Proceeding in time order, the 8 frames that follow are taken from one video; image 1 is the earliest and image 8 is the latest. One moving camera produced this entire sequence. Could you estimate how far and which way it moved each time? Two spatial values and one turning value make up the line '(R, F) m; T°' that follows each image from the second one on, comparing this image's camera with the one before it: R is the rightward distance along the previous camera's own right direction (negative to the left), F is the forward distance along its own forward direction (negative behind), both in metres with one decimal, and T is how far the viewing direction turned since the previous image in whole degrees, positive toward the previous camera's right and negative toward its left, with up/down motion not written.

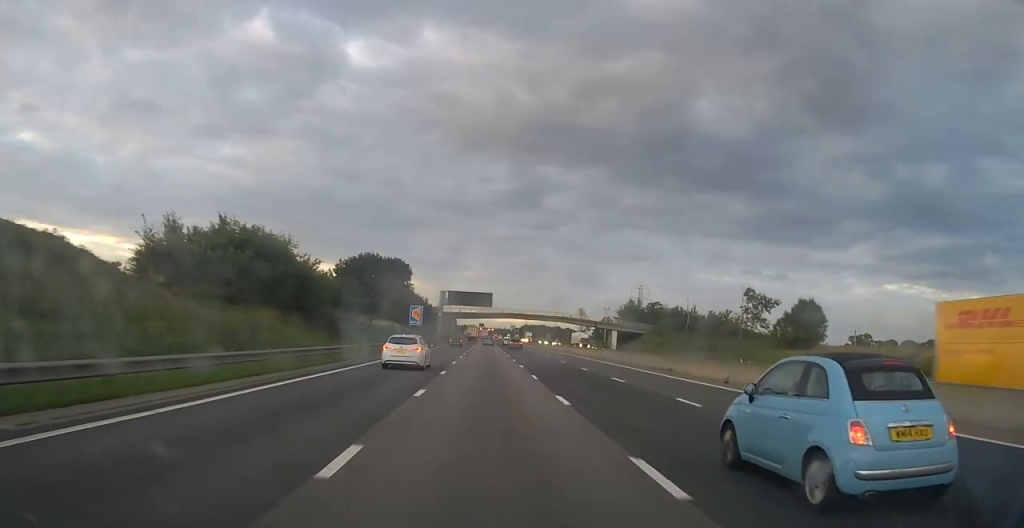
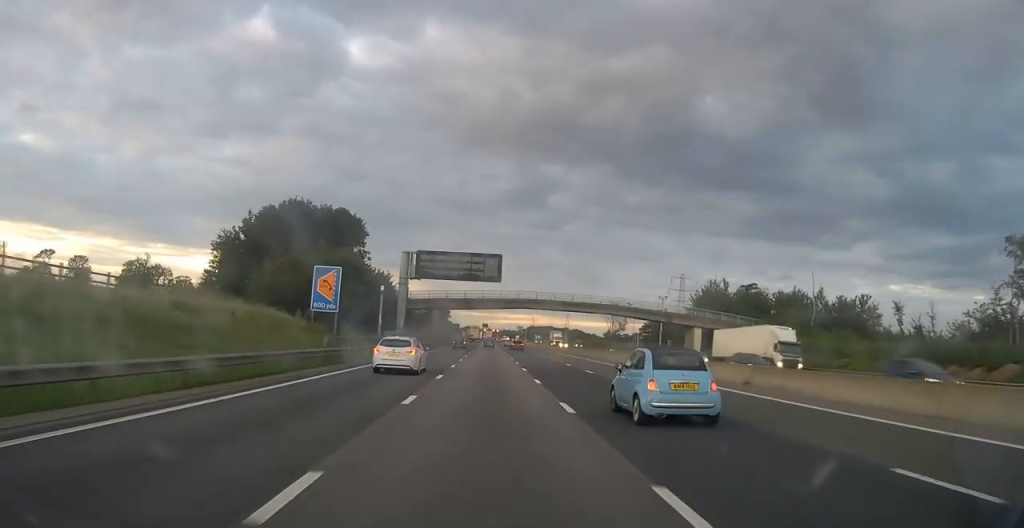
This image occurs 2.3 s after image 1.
(+0.2, +54.8) m; 0°
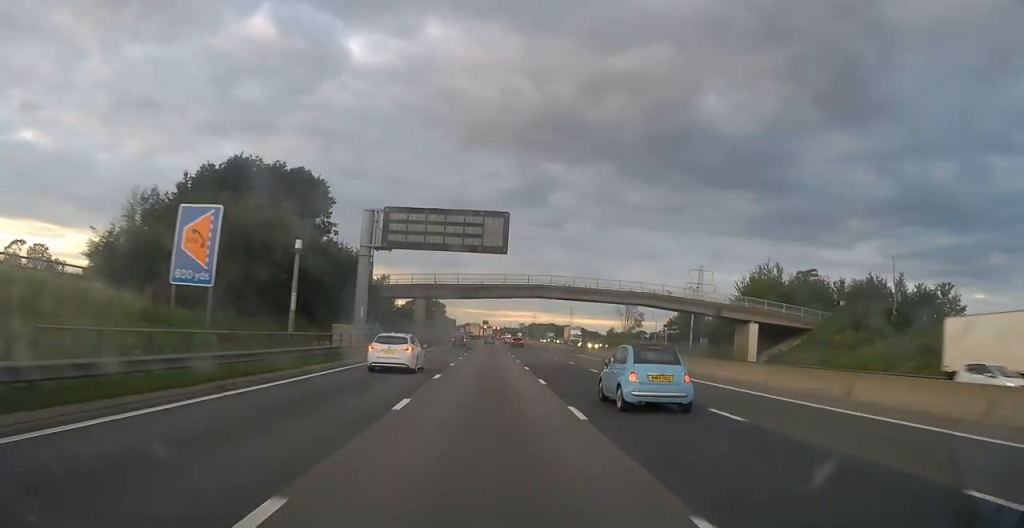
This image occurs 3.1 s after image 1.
(0.0, +19.3) m; 0°
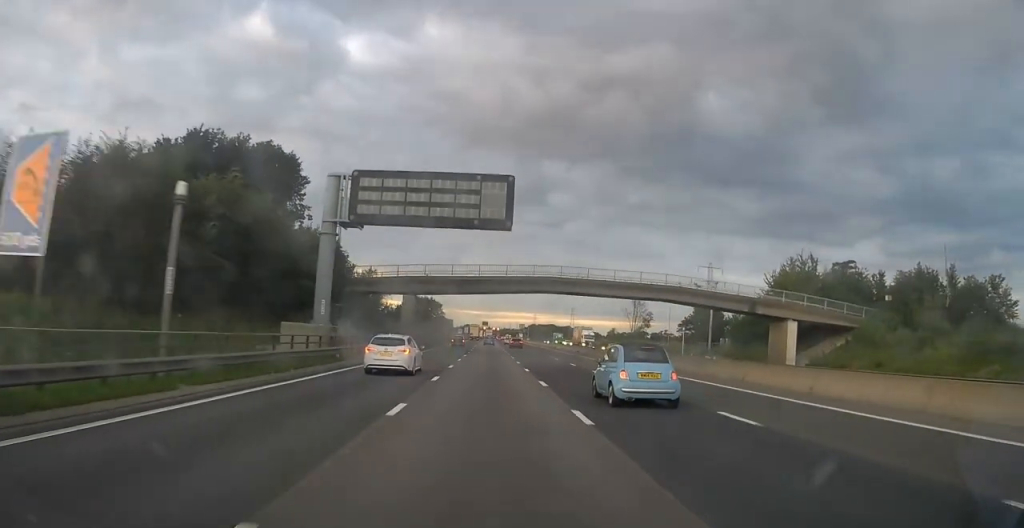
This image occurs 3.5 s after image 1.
(0.0, +9.8) m; 0°
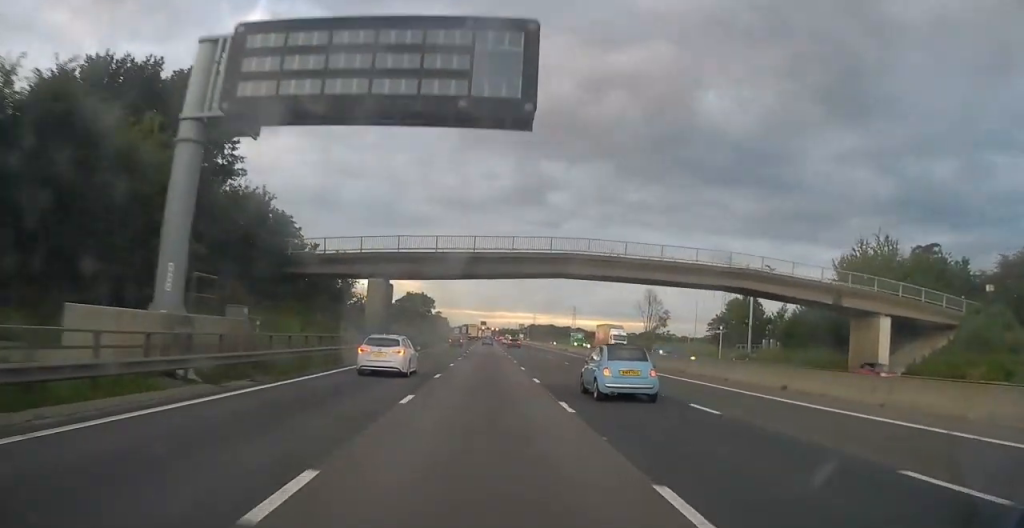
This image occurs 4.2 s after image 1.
(0.0, +16.4) m; 0°
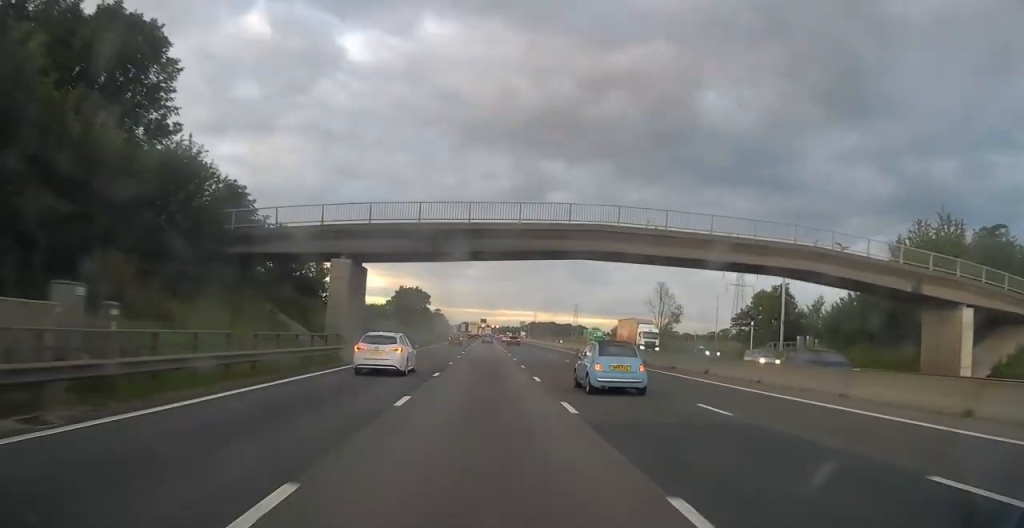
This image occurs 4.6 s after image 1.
(0.0, +9.8) m; 0°
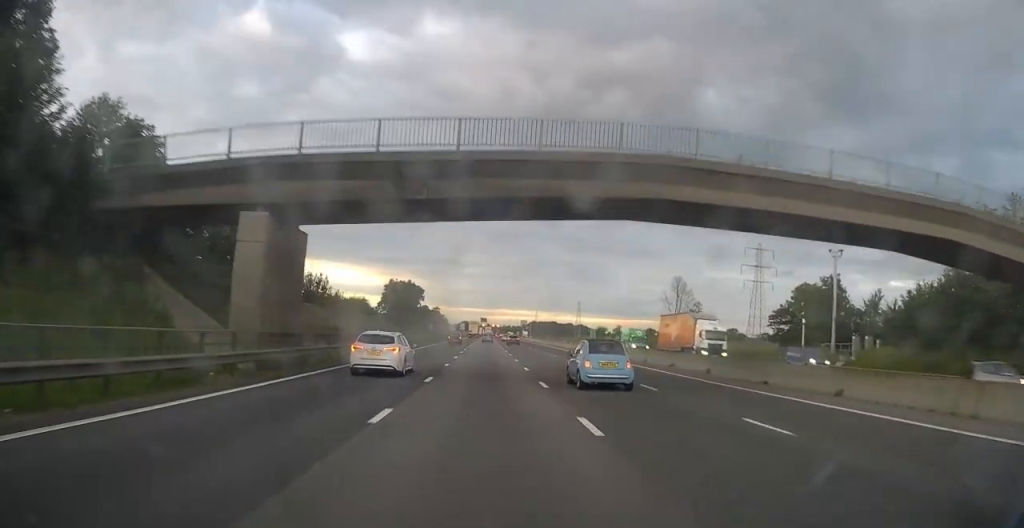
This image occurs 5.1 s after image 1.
(0.0, +12.2) m; 0°
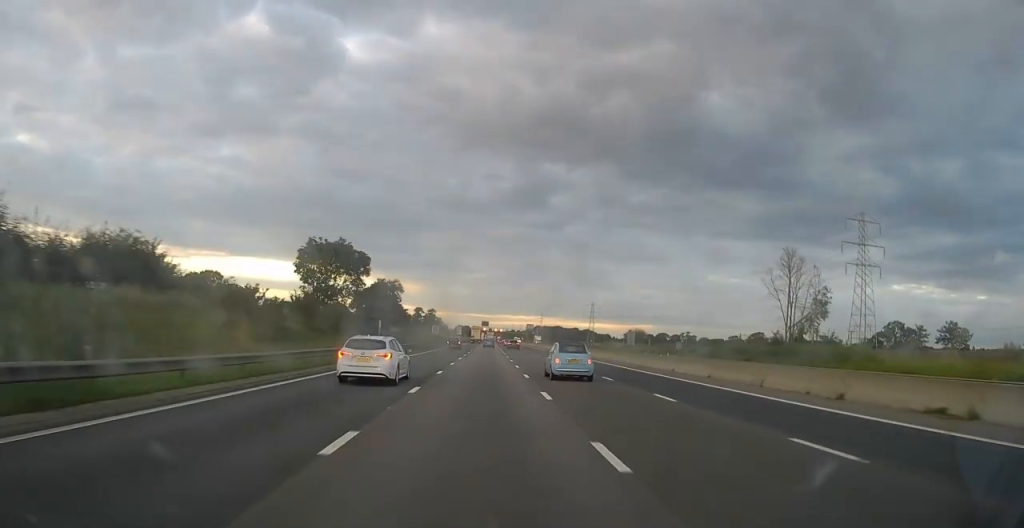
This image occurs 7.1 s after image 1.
(-0.2, +48.7) m; 0°
